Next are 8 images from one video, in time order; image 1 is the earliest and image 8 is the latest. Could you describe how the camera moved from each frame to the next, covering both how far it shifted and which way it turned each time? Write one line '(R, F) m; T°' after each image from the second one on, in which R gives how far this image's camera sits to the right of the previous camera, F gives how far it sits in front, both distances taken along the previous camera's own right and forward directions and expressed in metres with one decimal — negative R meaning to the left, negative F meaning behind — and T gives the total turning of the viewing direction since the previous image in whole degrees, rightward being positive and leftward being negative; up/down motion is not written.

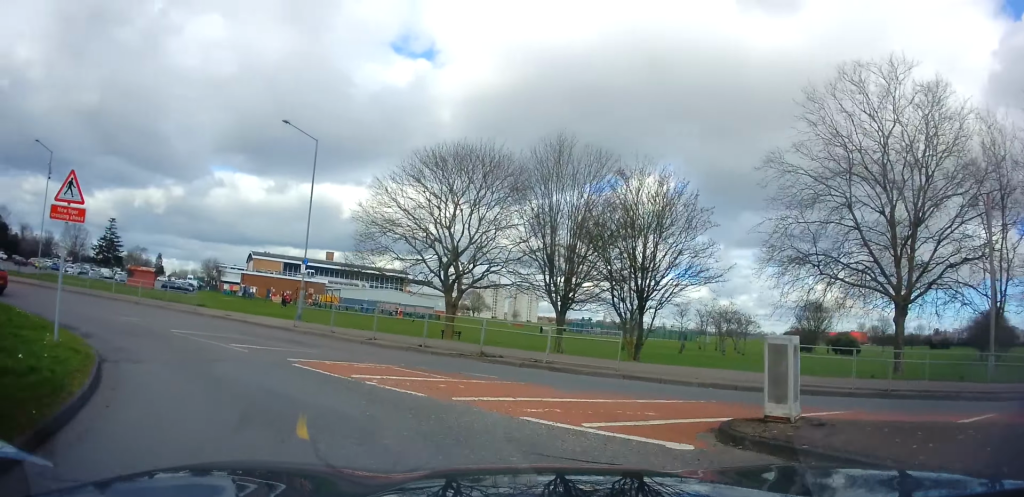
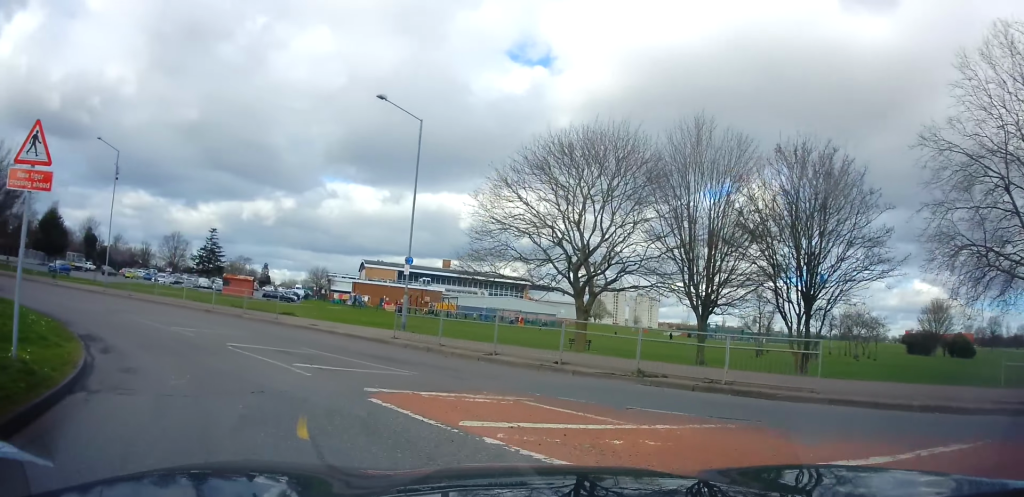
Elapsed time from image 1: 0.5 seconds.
(-0.8, +3.9) m; -13°
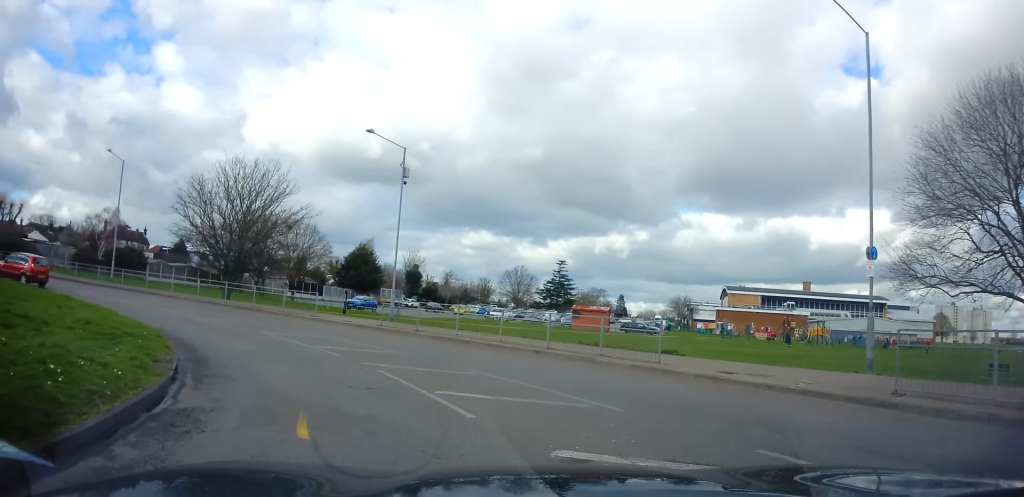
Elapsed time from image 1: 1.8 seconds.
(-2.4, +8.6) m; -32°
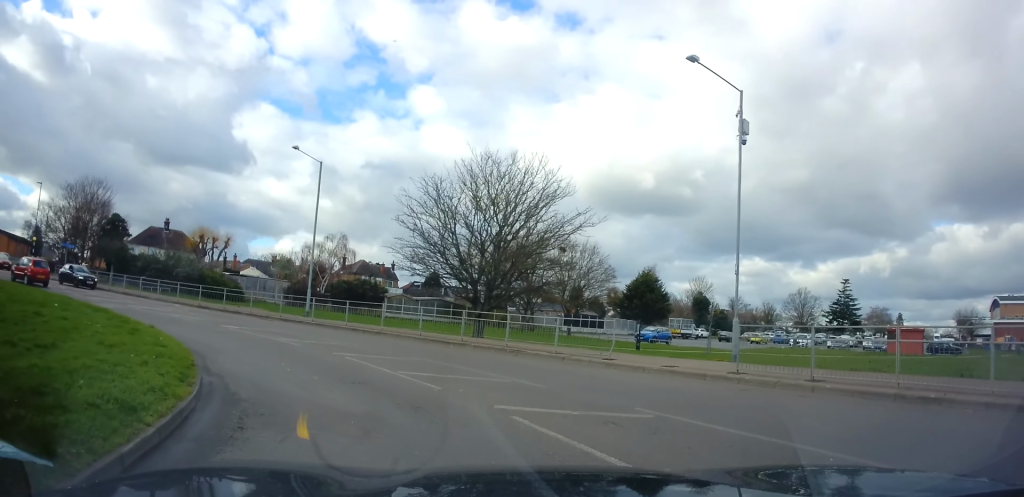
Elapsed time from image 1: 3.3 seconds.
(-2.6, +9.4) m; -29°
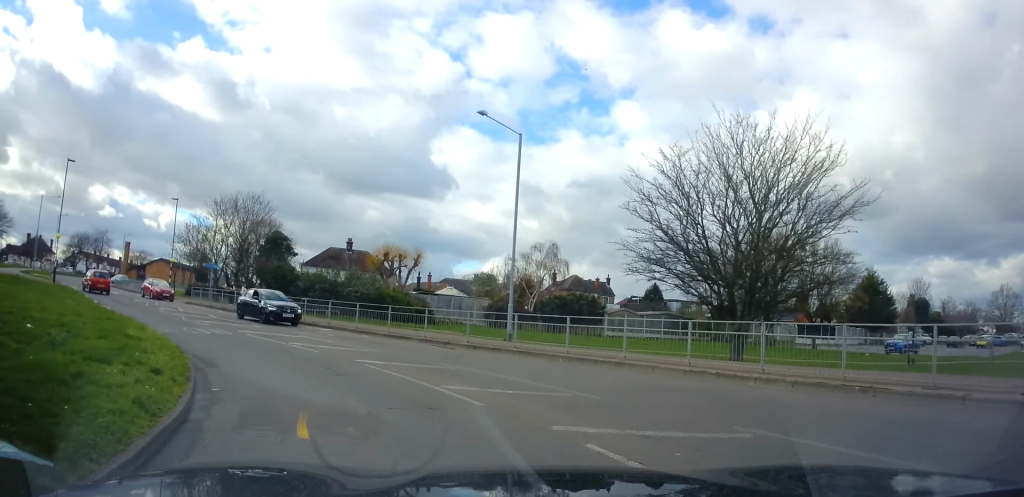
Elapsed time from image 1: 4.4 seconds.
(-1.4, +7.2) m; -22°
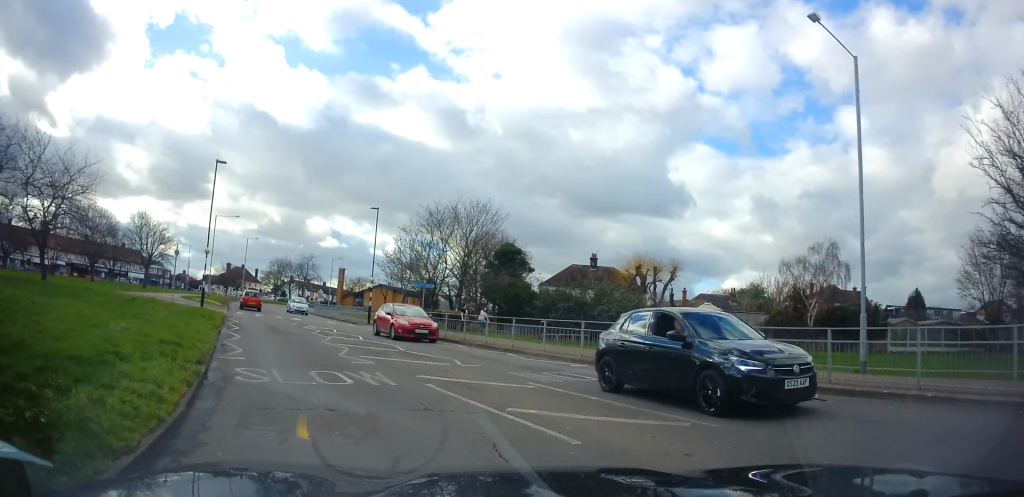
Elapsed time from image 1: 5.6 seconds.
(-1.6, +8.1) m; -22°
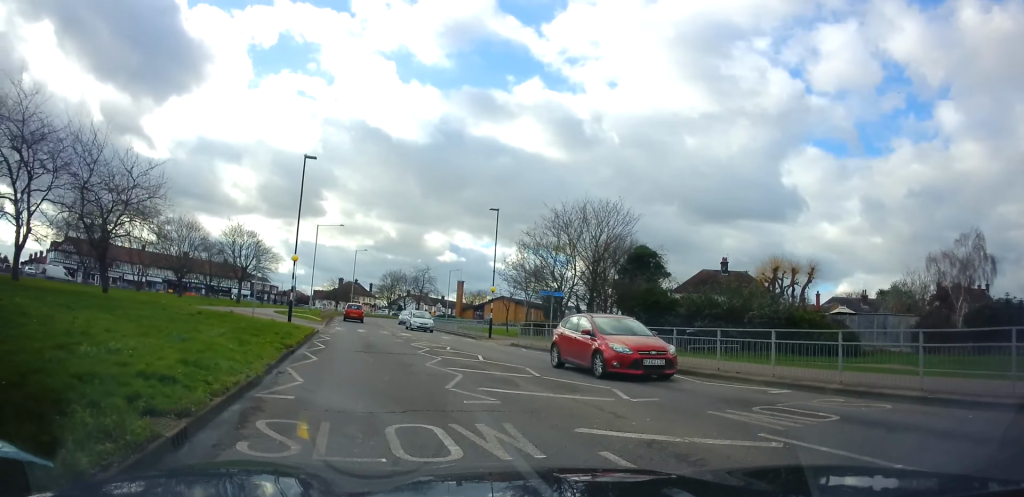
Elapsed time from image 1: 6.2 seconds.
(-0.2, +4.2) m; -11°
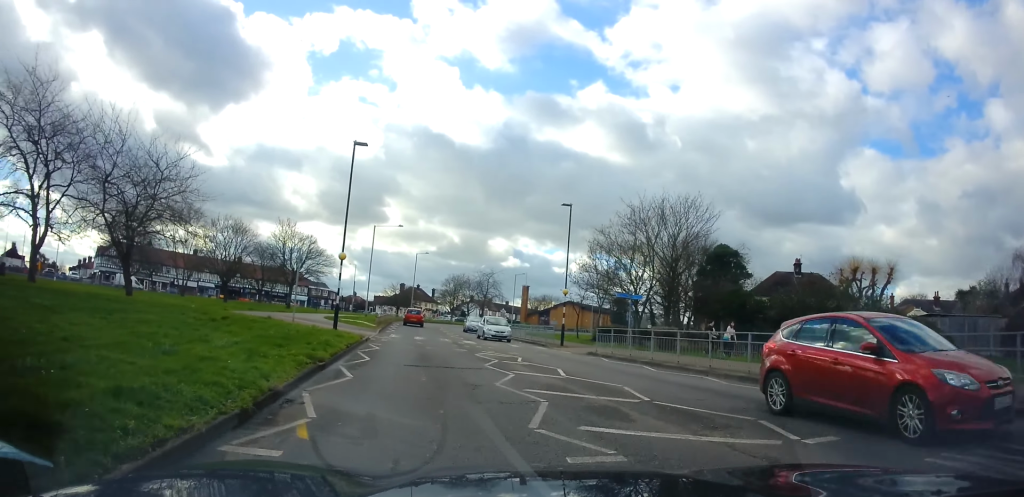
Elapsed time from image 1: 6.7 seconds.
(-0.6, +3.1) m; -7°
